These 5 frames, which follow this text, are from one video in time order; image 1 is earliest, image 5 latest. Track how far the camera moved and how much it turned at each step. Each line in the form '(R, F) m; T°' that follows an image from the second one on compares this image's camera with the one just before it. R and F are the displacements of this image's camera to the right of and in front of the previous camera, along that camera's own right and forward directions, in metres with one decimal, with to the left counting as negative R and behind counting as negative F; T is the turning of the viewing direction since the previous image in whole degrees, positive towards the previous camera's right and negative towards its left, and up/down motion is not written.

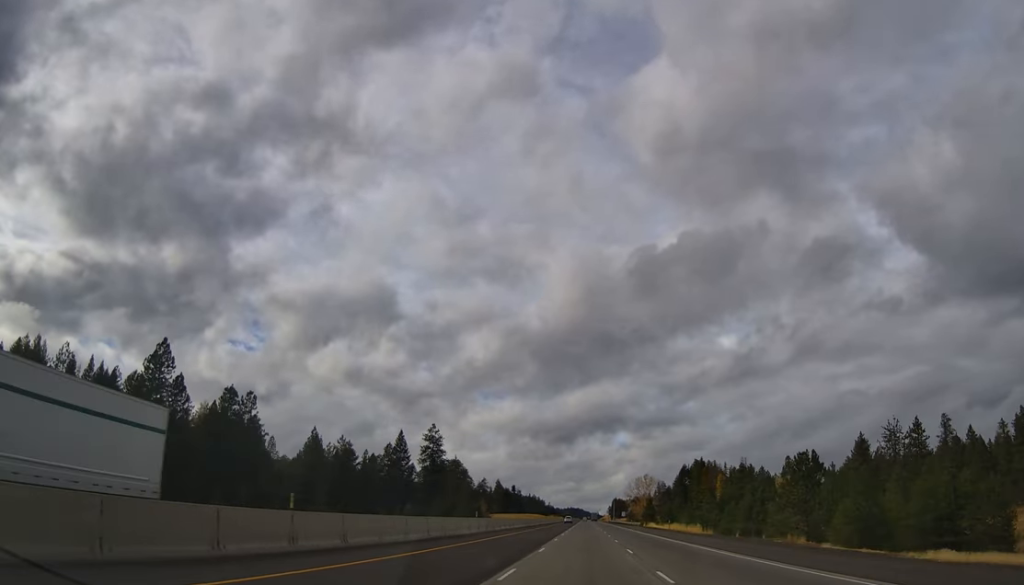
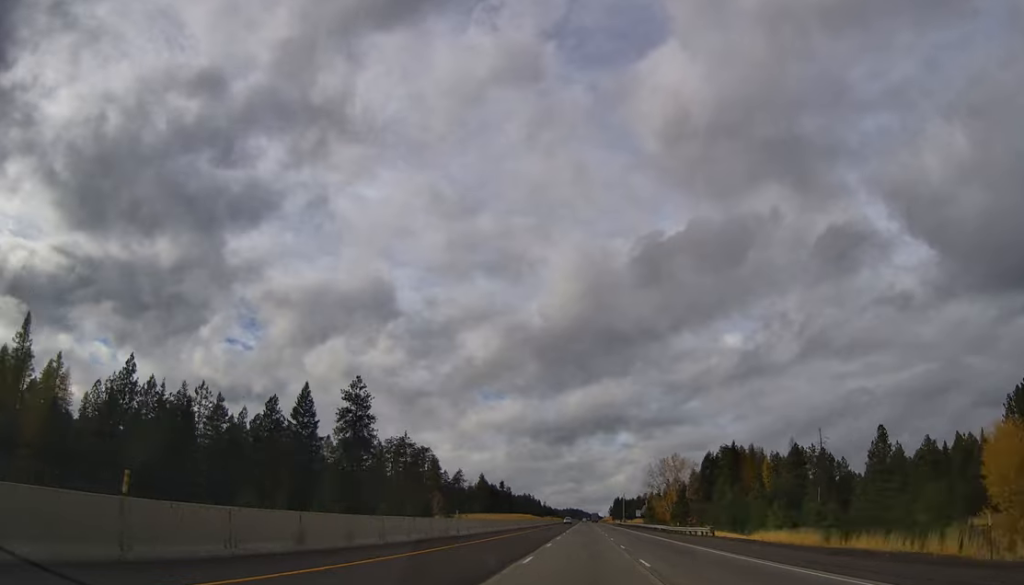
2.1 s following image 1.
(-1.8, +68.4) m; -2°
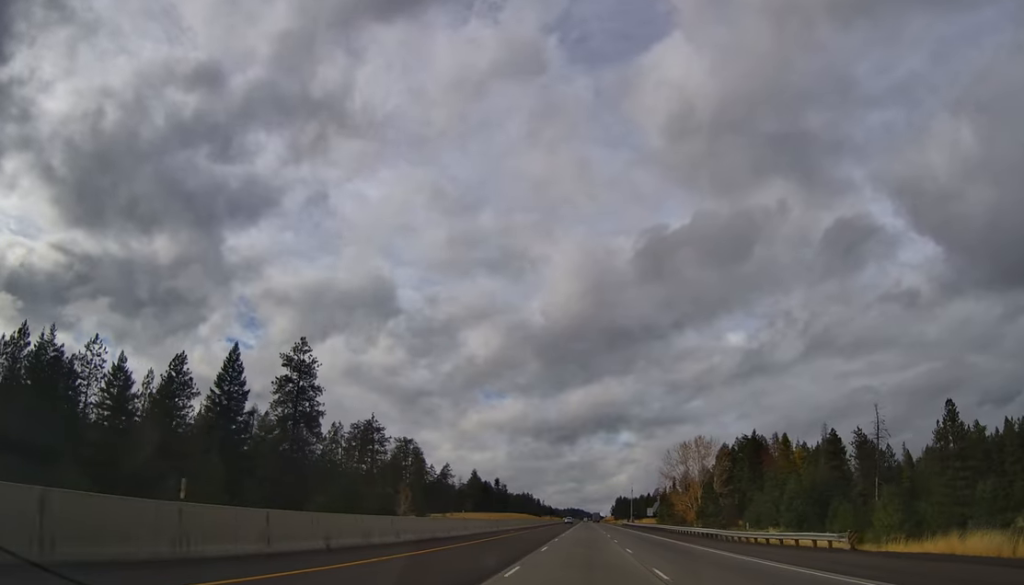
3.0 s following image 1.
(+0.2, +28.7) m; +1°
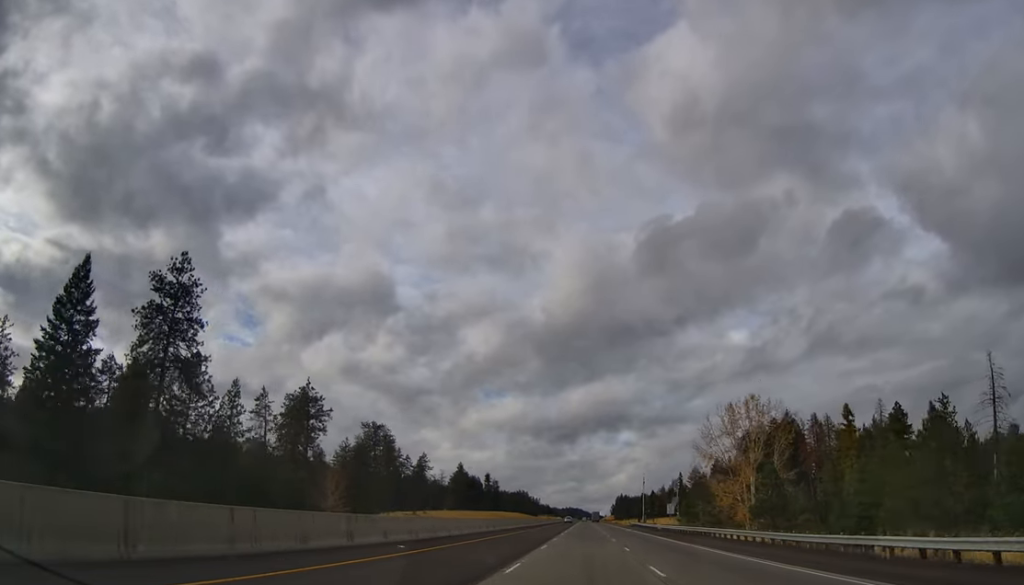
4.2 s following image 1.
(+0.7, +36.0) m; +1°
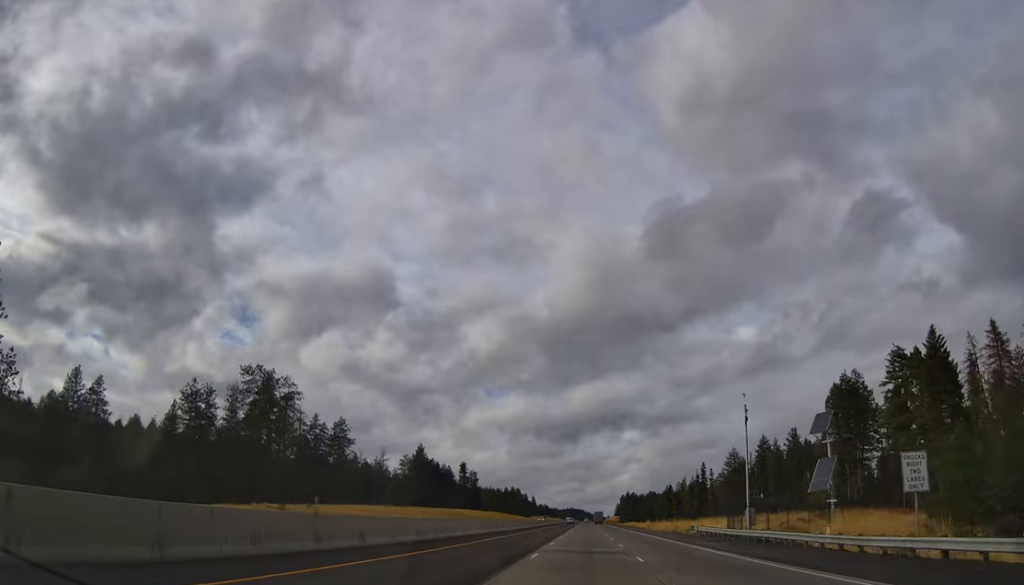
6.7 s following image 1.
(-1.7, +78.9) m; -1°
